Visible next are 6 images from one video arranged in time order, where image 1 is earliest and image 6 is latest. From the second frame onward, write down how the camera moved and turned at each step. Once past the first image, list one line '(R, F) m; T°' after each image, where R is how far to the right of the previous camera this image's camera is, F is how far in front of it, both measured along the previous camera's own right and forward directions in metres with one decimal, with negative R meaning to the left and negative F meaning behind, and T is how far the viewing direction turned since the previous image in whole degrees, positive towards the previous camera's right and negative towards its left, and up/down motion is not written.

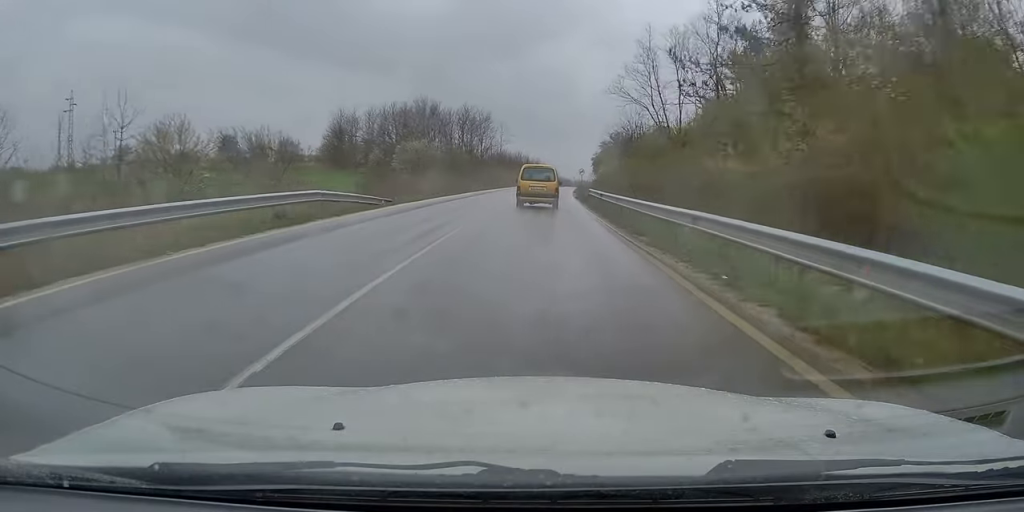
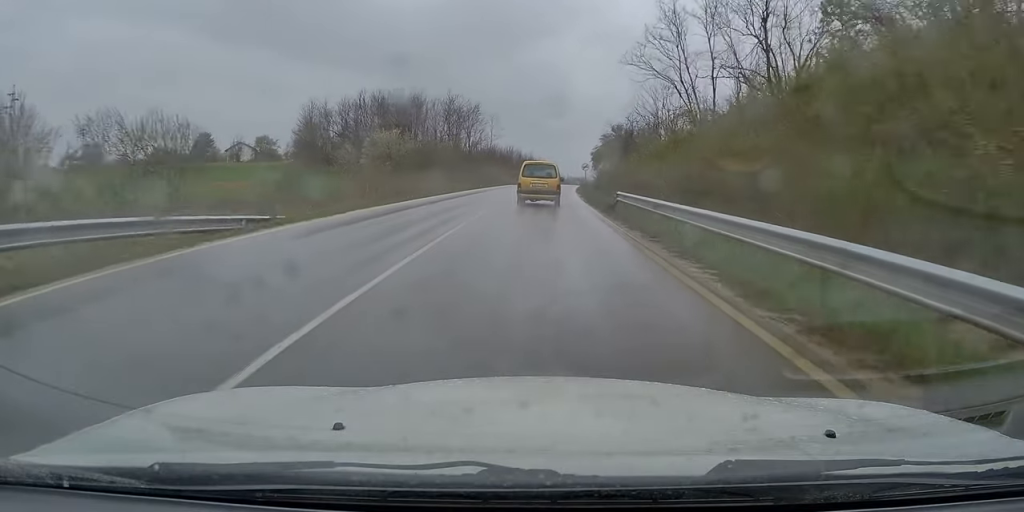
(+0.2, +12.5) m; 0°
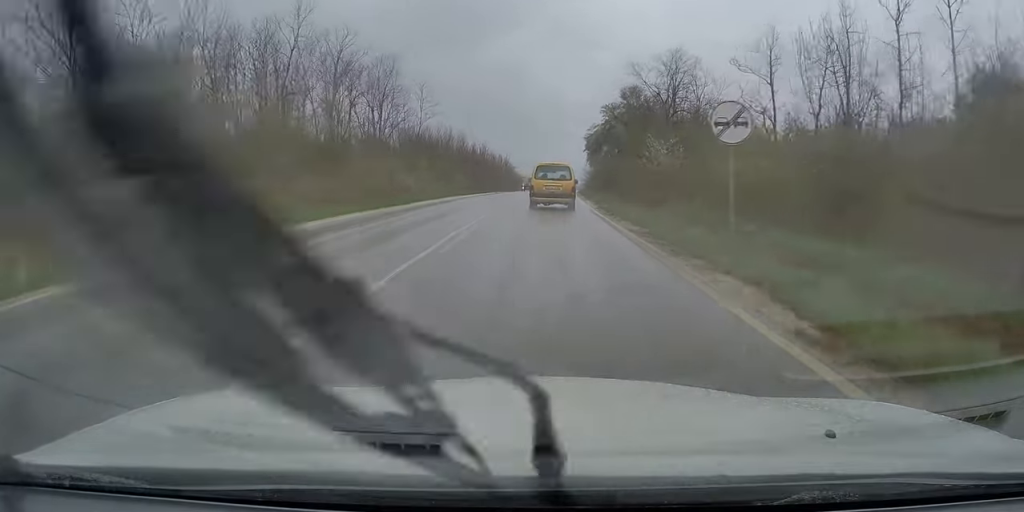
(+1.5, +50.9) m; +4°
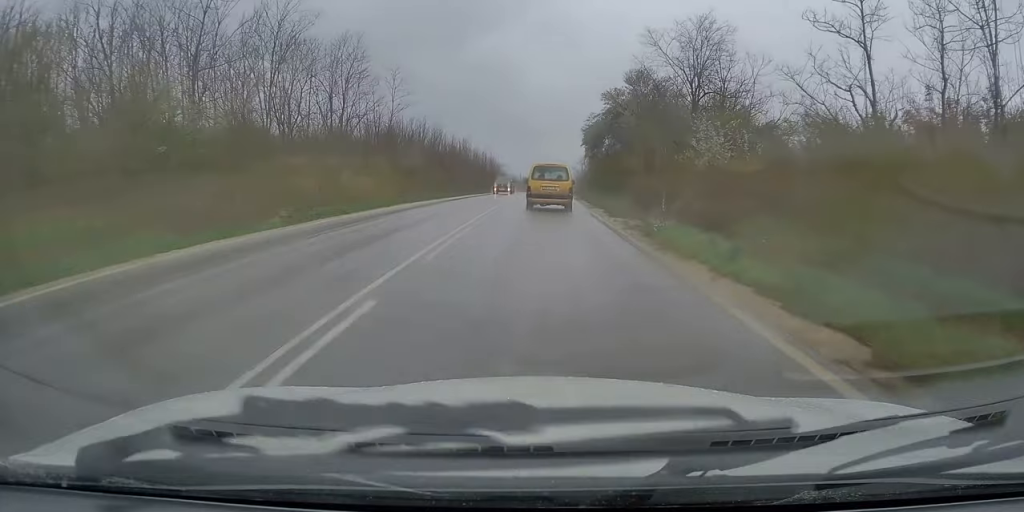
(-0.1, +11.2) m; 0°
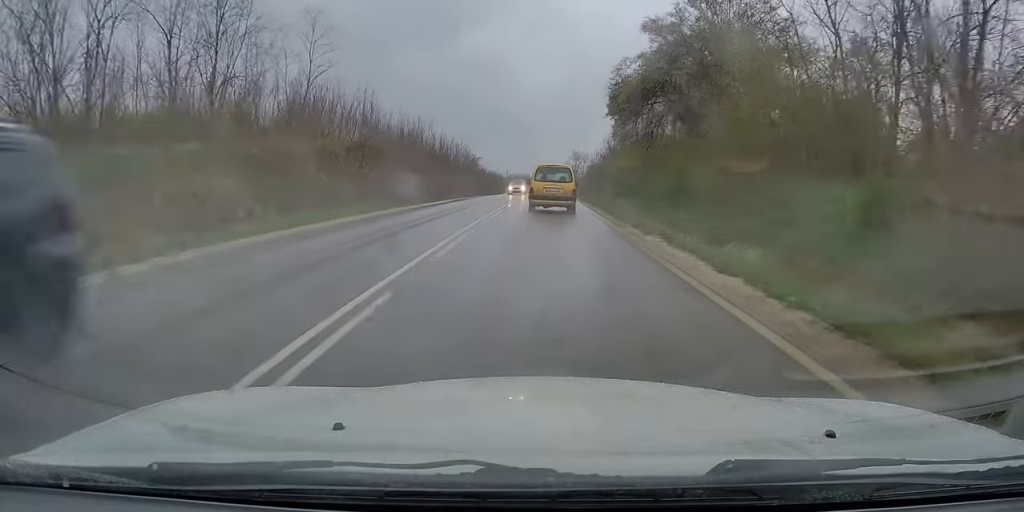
(+0.2, +26.3) m; +1°
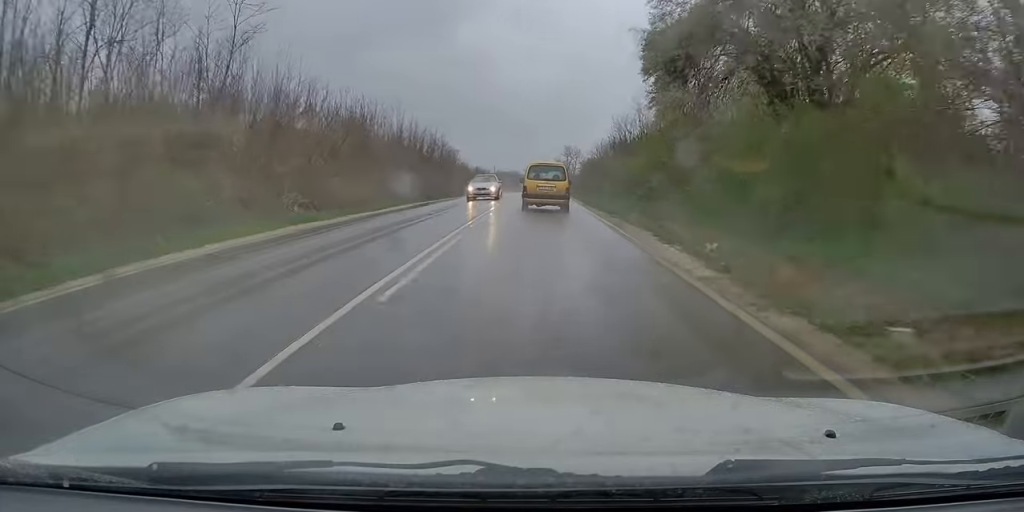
(+0.1, +12.5) m; 0°
